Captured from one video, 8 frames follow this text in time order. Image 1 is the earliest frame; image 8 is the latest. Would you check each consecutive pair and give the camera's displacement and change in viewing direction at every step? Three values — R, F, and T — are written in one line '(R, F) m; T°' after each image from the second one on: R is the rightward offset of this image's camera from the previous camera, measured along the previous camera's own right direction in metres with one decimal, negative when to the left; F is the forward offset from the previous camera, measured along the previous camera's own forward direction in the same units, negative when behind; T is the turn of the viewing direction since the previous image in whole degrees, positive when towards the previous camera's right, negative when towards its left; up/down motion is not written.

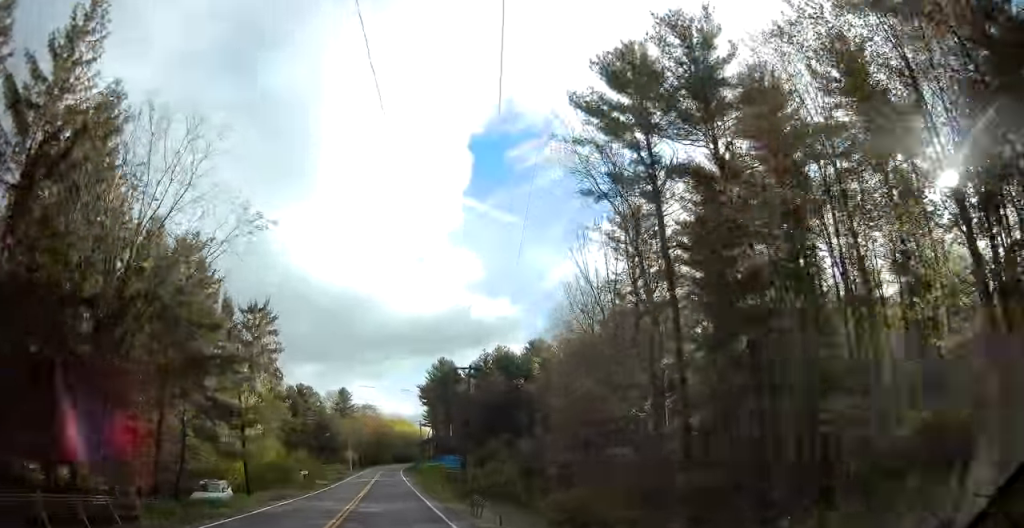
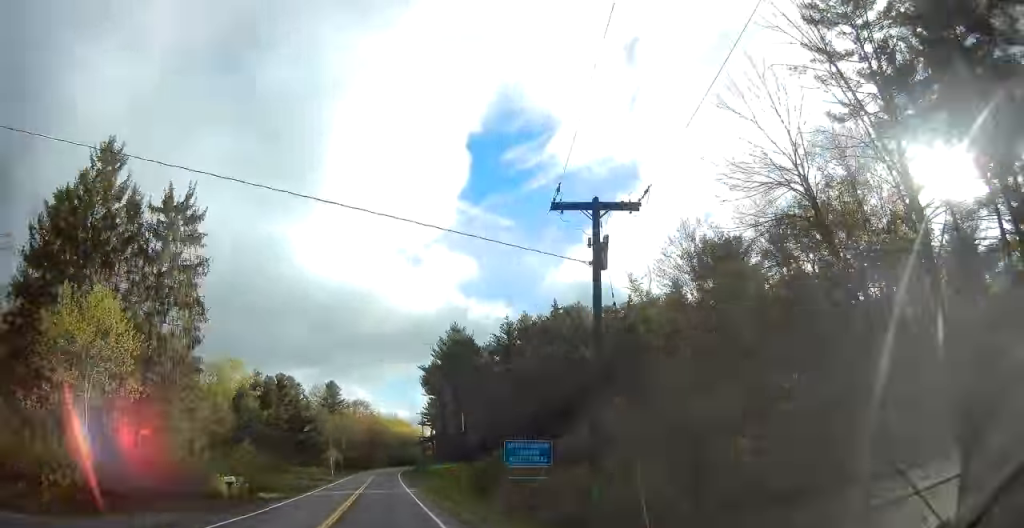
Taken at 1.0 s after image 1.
(+0.2, +26.2) m; 0°
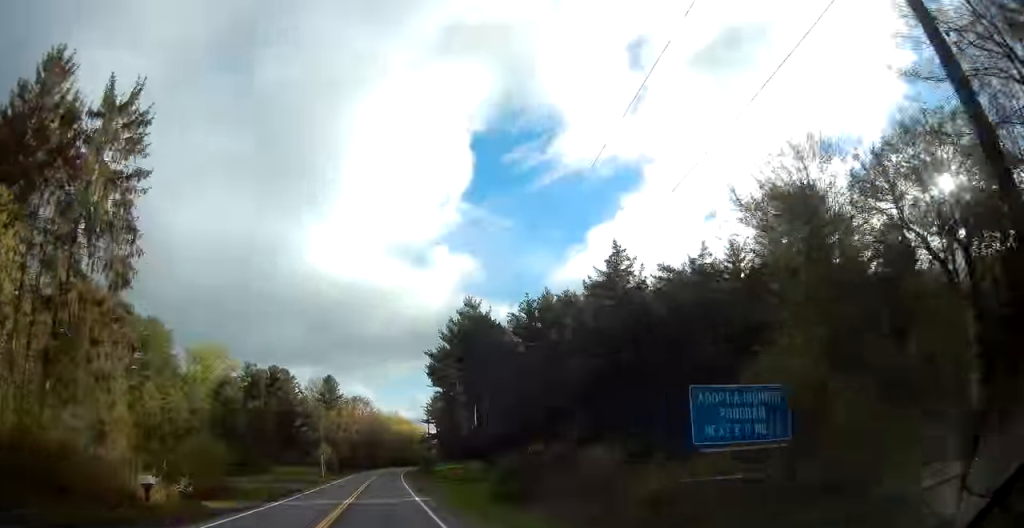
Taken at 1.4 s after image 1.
(0.0, +11.7) m; 0°
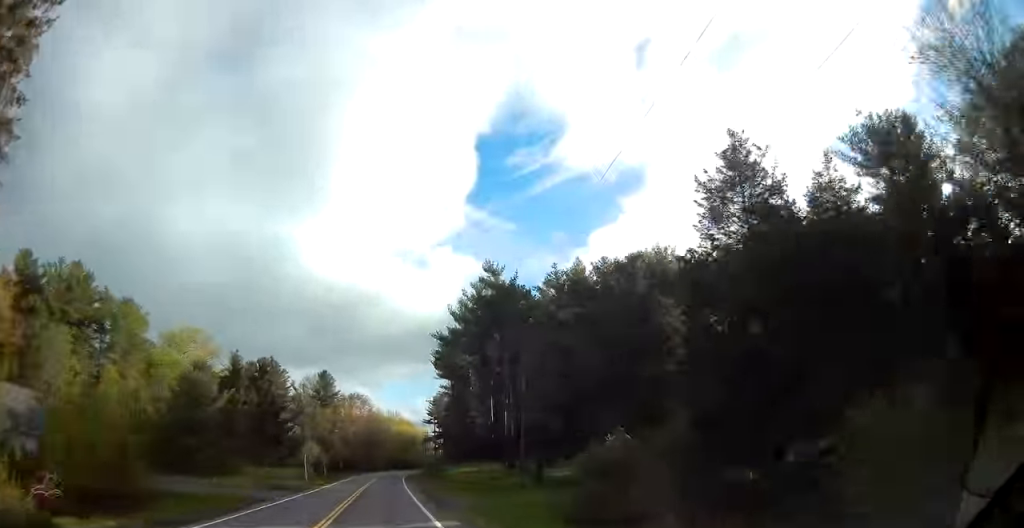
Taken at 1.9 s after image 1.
(0.0, +12.5) m; 0°
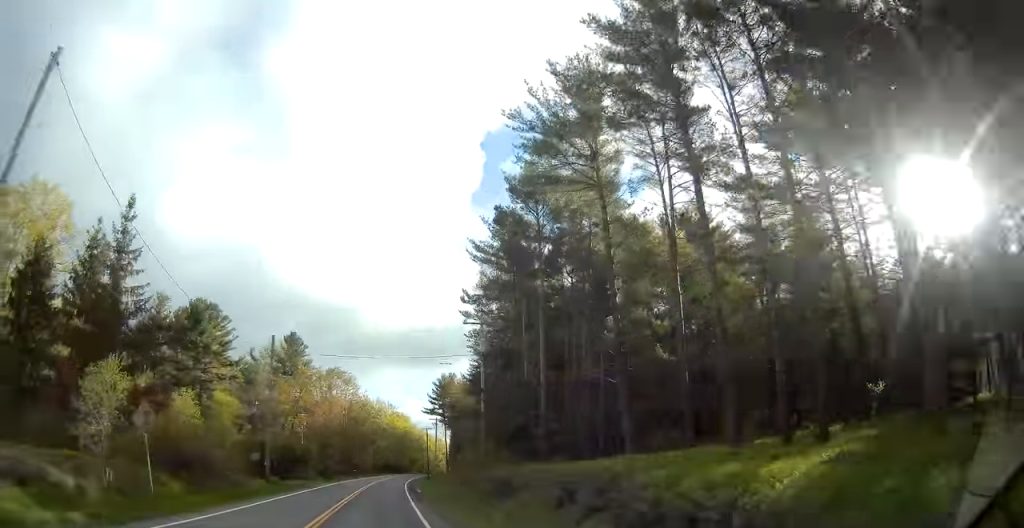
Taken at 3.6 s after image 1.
(0.0, +45.5) m; 0°
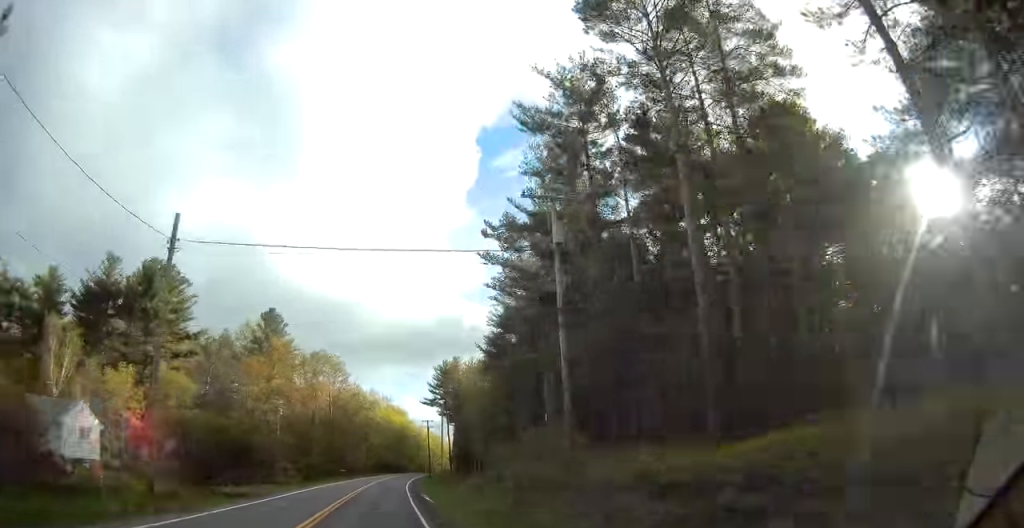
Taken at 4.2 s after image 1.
(+0.1, +17.9) m; 0°
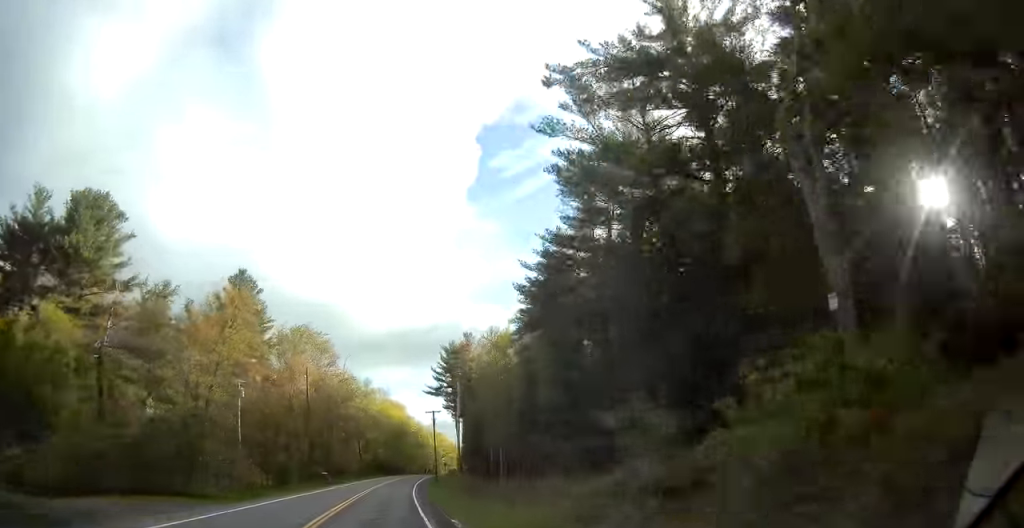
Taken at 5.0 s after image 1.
(+0.1, +19.5) m; +1°
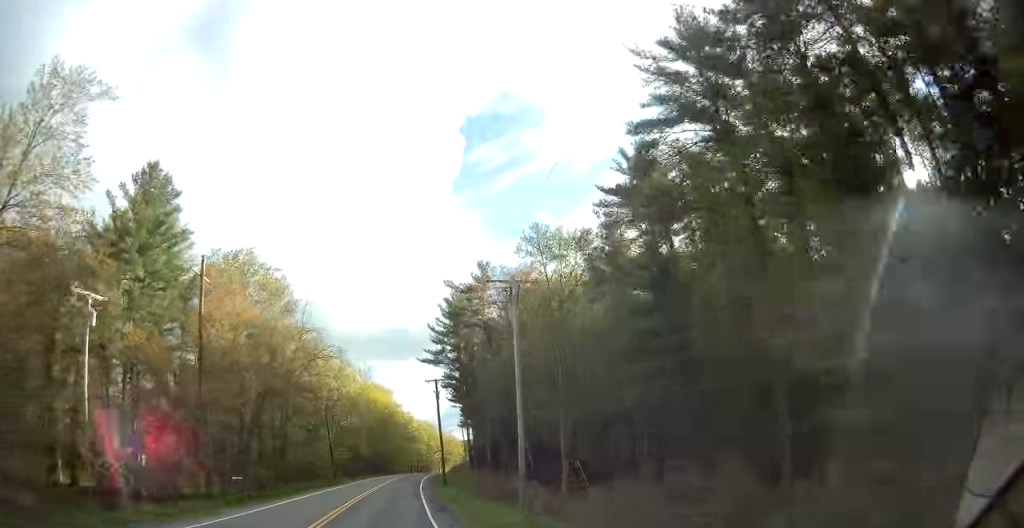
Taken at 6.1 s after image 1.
(+0.2, +30.6) m; +1°
